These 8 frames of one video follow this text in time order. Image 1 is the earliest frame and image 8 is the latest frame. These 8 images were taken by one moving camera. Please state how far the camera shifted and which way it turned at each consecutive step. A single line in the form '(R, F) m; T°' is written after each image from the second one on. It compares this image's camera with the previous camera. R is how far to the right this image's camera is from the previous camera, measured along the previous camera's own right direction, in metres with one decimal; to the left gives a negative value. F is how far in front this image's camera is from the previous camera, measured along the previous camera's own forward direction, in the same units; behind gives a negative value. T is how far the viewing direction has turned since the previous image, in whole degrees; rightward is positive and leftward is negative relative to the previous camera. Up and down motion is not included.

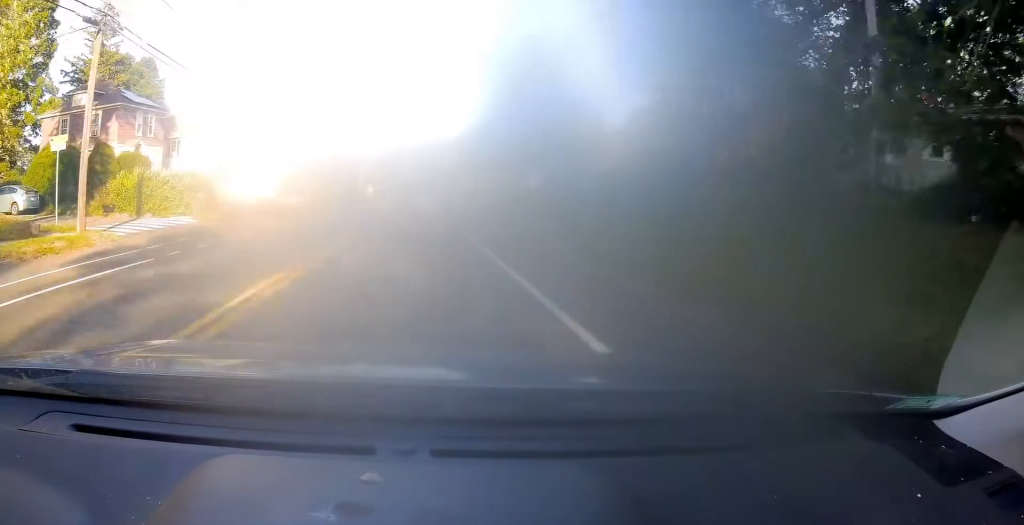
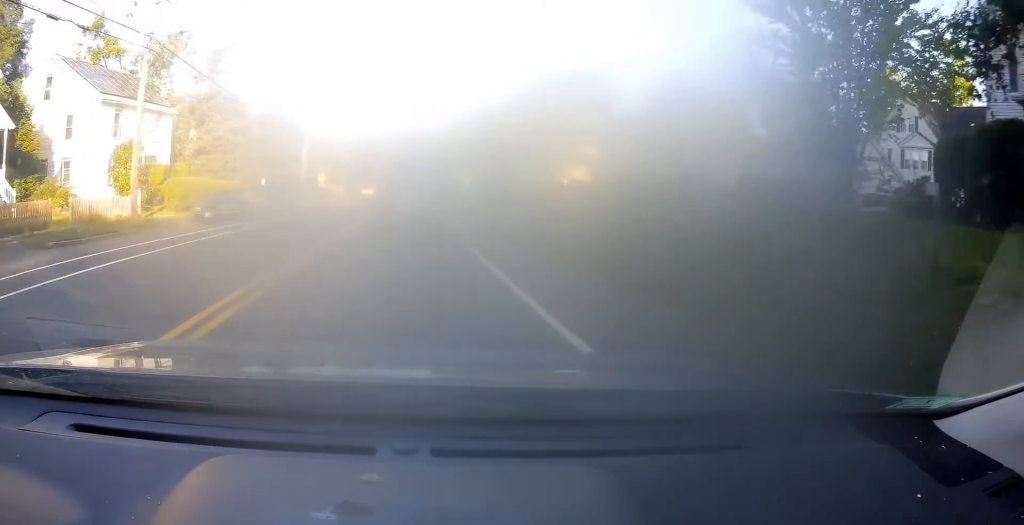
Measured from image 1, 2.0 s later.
(+0.7, +32.6) m; +2°
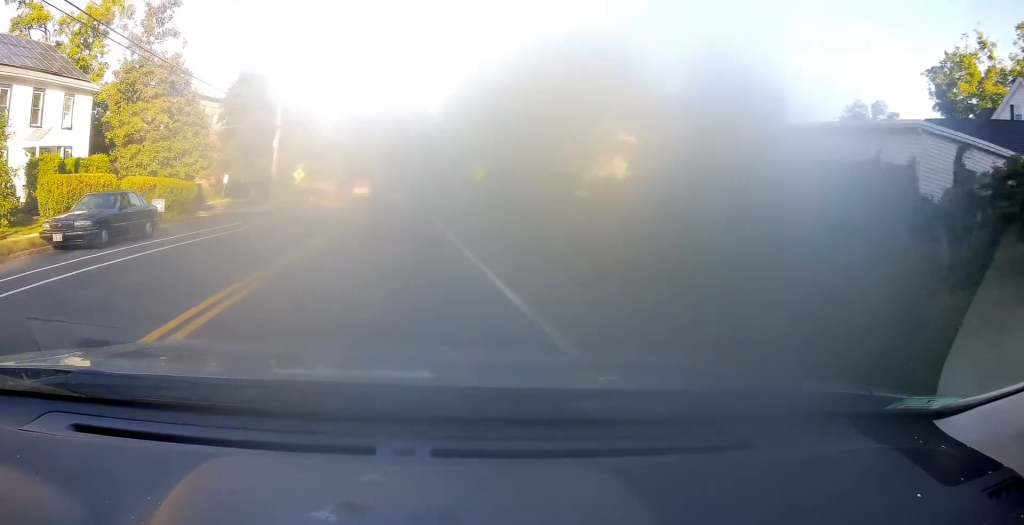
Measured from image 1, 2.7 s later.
(+0.1, +10.9) m; 0°
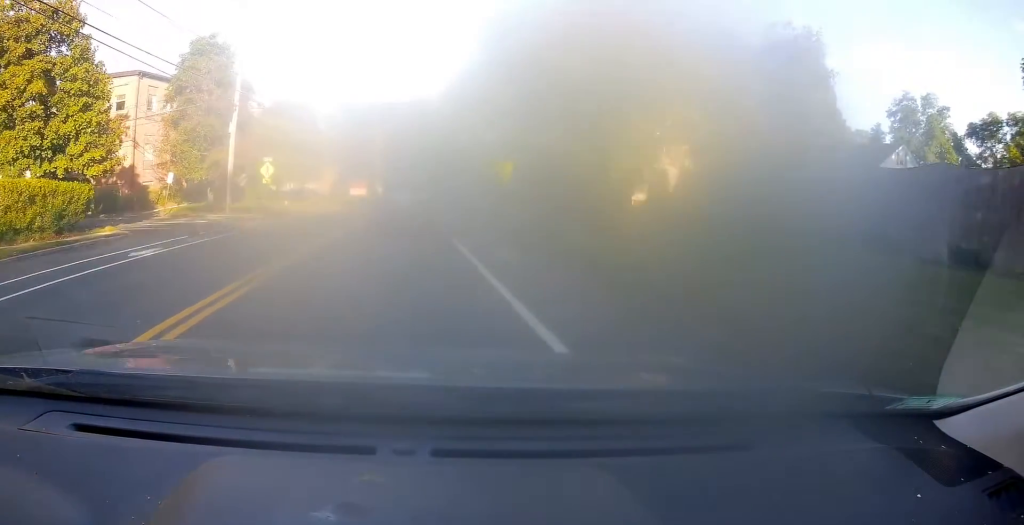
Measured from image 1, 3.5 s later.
(-0.4, +12.2) m; -2°
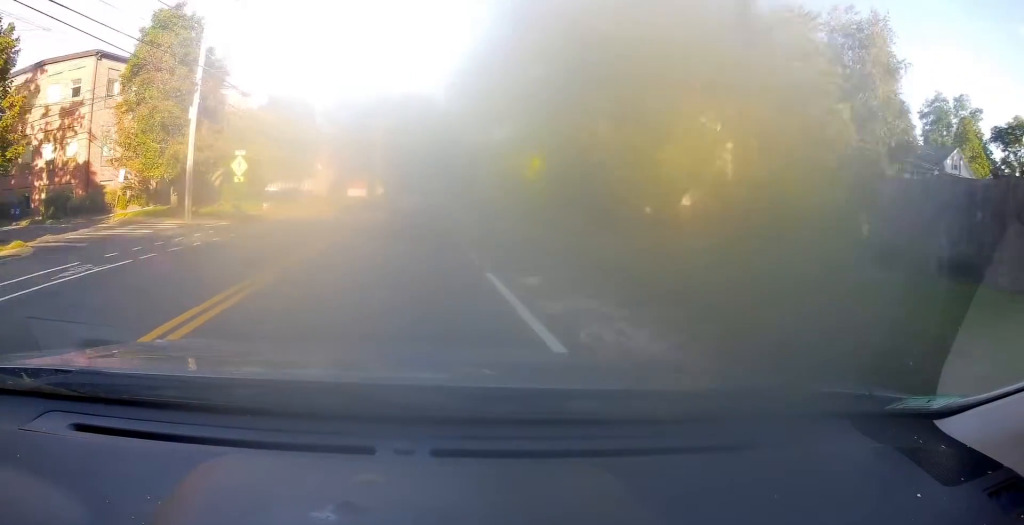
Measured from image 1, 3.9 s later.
(0.0, +6.1) m; +1°
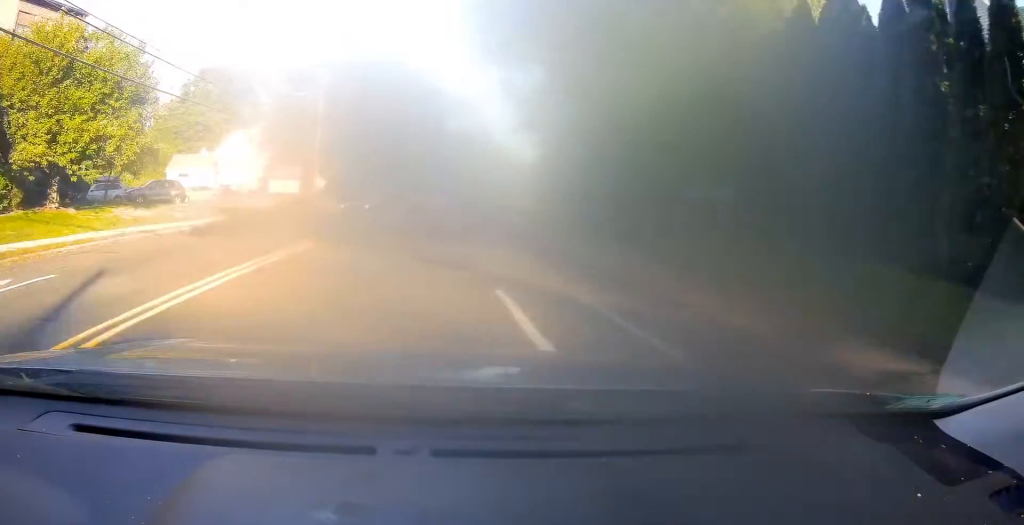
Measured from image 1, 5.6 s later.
(+0.8, +25.8) m; +3°
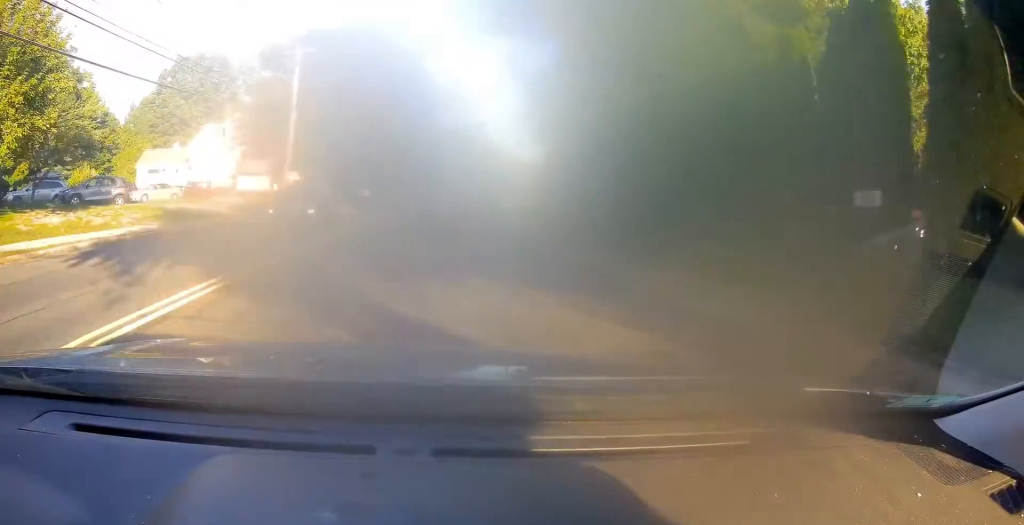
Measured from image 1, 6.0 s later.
(0.0, +6.9) m; +1°
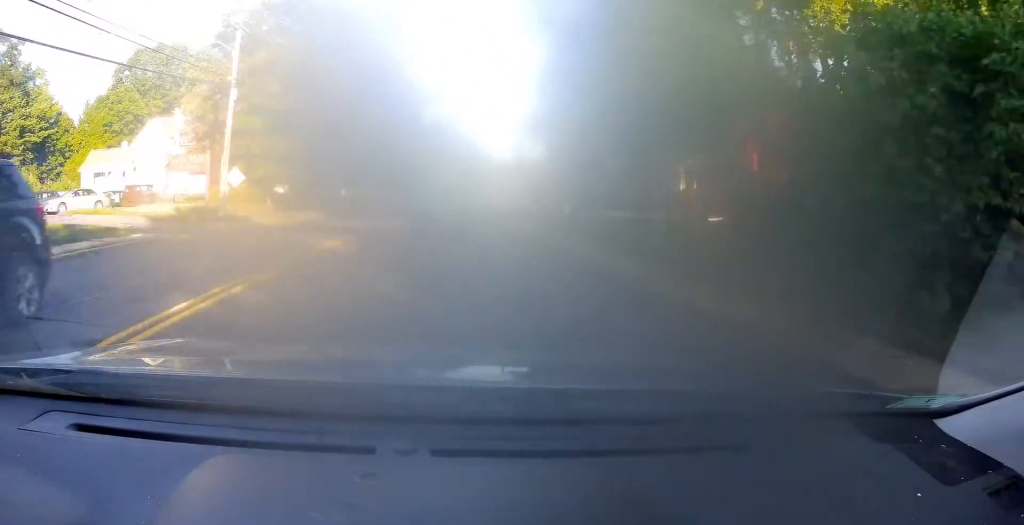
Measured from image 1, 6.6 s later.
(-0.1, +8.6) m; +1°
